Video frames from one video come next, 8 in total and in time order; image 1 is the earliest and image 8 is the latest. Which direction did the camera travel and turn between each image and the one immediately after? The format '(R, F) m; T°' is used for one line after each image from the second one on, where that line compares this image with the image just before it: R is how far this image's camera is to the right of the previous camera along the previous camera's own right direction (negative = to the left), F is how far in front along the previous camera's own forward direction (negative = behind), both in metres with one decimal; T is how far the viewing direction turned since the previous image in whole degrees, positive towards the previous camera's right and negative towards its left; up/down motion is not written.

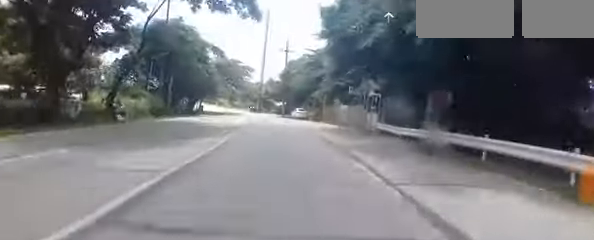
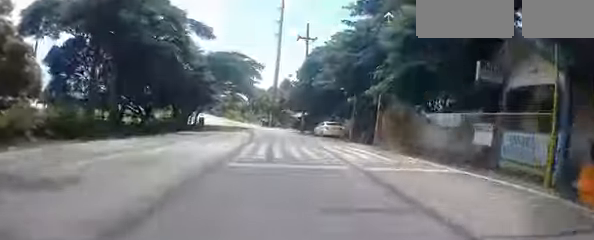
(-0.9, +15.8) m; -4°
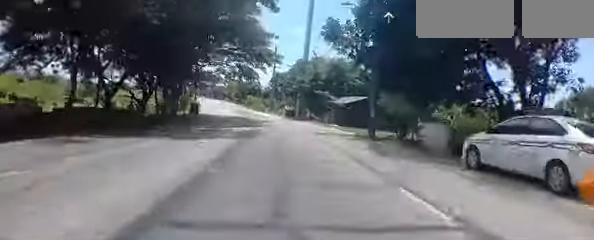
(-0.1, +23.6) m; -3°
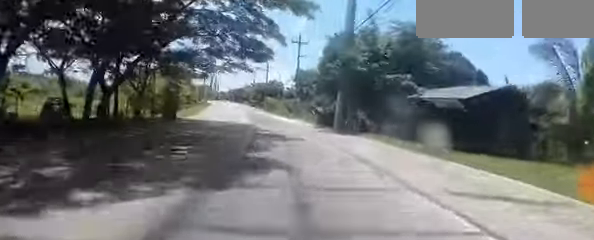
(-1.2, +19.1) m; -5°
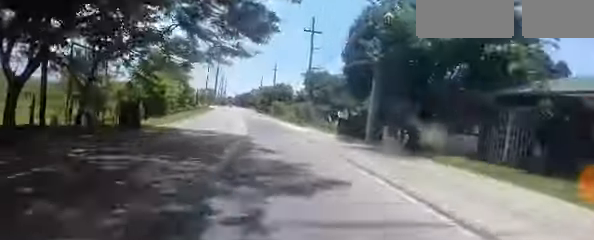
(-0.2, +8.3) m; -1°
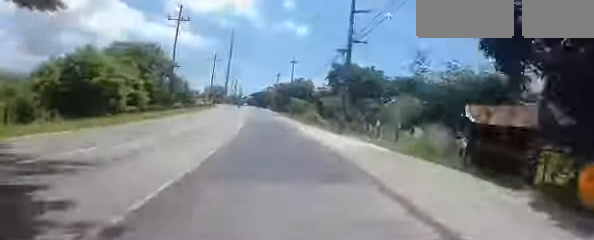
(+0.1, +16.6) m; -2°
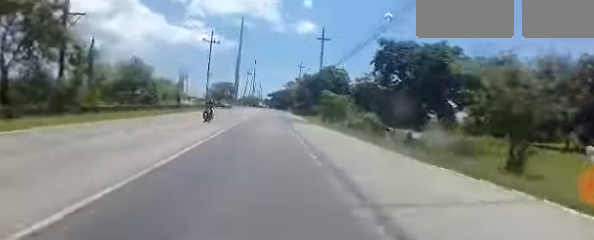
(-1.2, +25.1) m; -2°
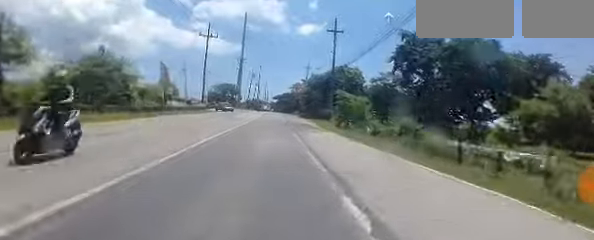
(0.0, +6.9) m; 0°
